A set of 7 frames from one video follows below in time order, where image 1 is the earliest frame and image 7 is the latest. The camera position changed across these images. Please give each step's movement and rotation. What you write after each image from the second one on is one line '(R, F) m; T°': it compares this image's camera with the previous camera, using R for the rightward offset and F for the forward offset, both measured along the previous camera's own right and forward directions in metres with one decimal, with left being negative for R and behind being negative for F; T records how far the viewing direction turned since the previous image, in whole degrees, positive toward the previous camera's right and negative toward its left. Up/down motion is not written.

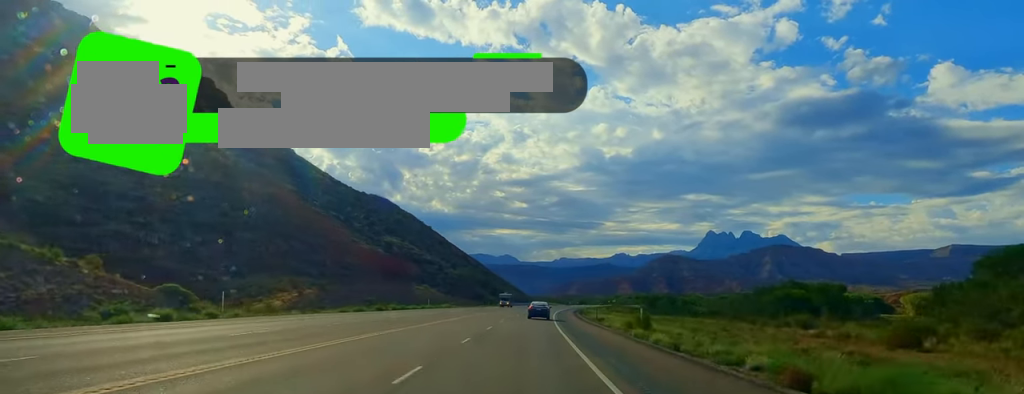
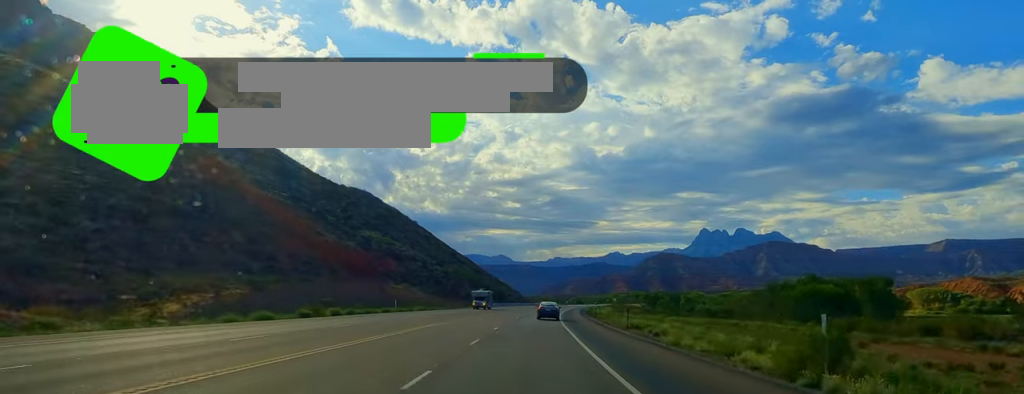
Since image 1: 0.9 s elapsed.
(-0.1, +24.3) m; +1°
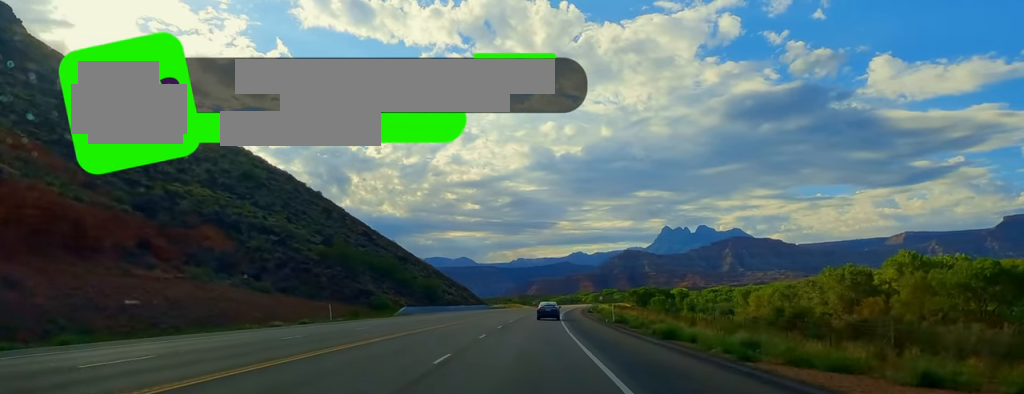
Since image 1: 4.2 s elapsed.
(+1.8, +91.4) m; +5°
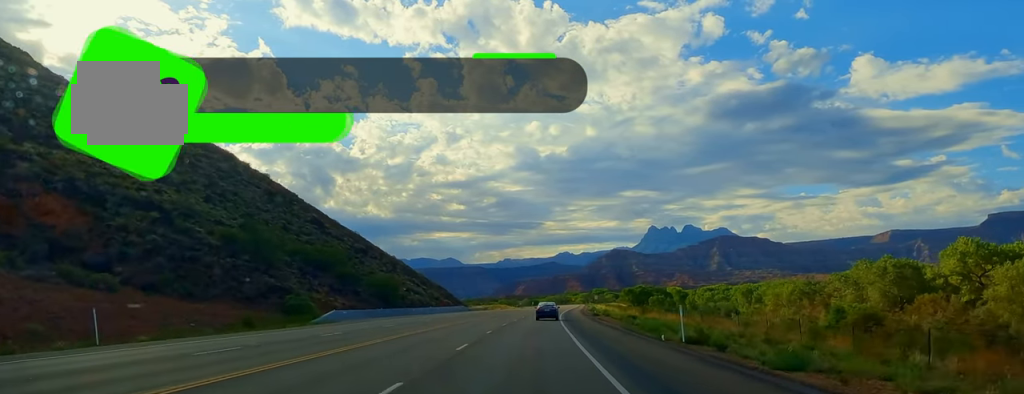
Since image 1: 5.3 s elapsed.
(+0.9, +30.8) m; 0°
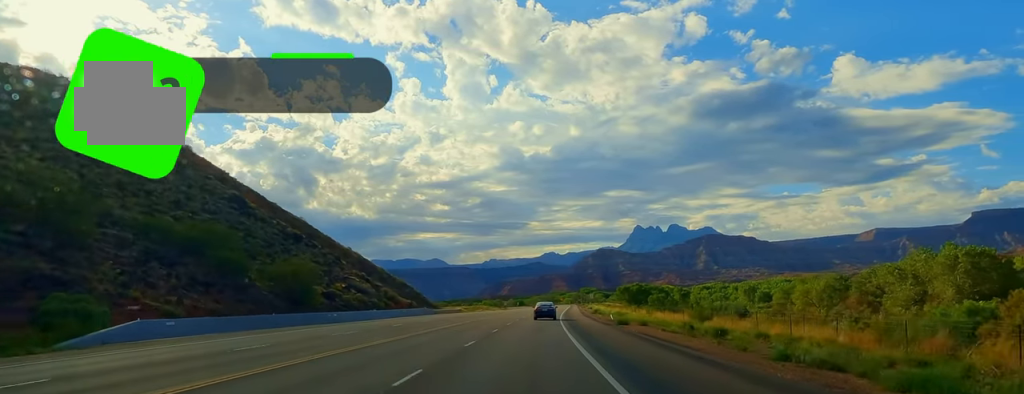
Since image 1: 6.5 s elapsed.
(+0.6, +33.3) m; 0°
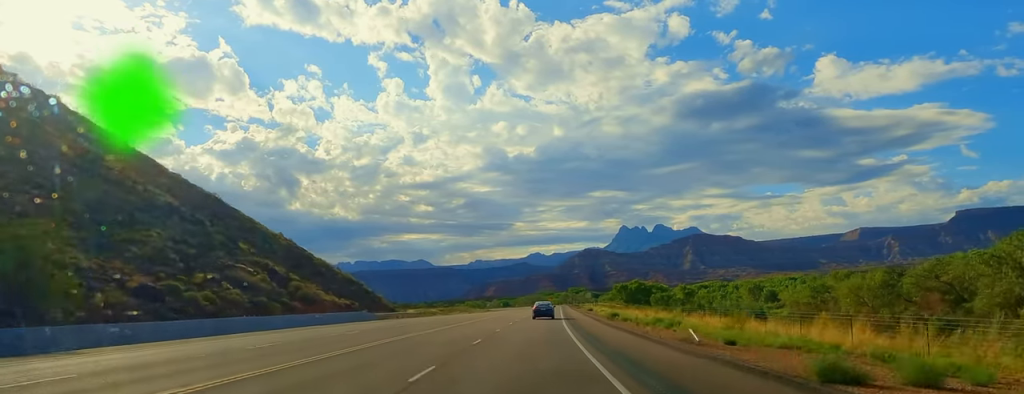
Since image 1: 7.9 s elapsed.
(-1.3, +35.7) m; +1°
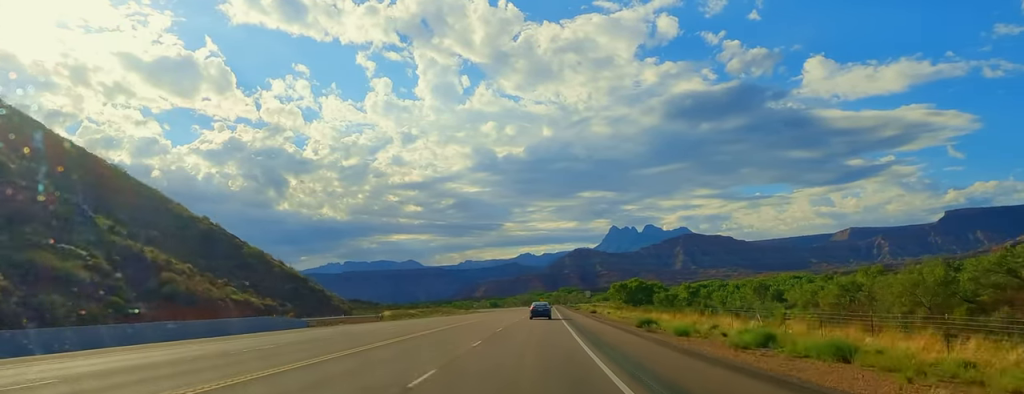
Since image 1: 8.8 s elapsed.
(+0.4, +24.9) m; +1°
